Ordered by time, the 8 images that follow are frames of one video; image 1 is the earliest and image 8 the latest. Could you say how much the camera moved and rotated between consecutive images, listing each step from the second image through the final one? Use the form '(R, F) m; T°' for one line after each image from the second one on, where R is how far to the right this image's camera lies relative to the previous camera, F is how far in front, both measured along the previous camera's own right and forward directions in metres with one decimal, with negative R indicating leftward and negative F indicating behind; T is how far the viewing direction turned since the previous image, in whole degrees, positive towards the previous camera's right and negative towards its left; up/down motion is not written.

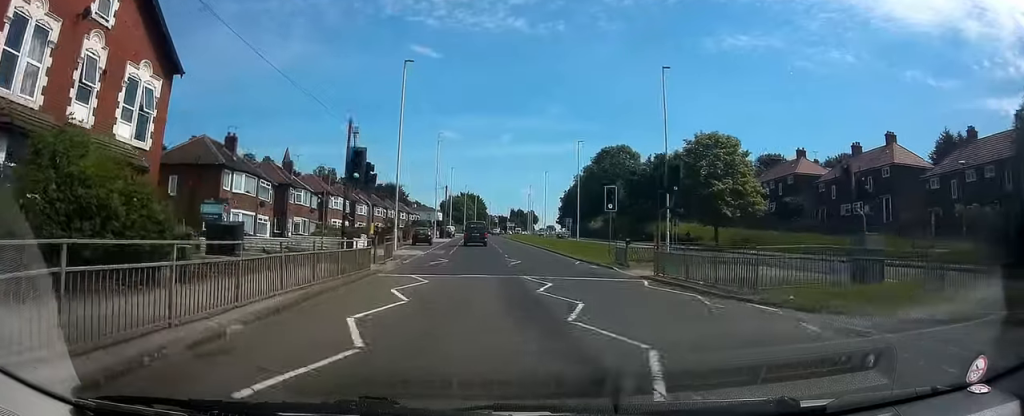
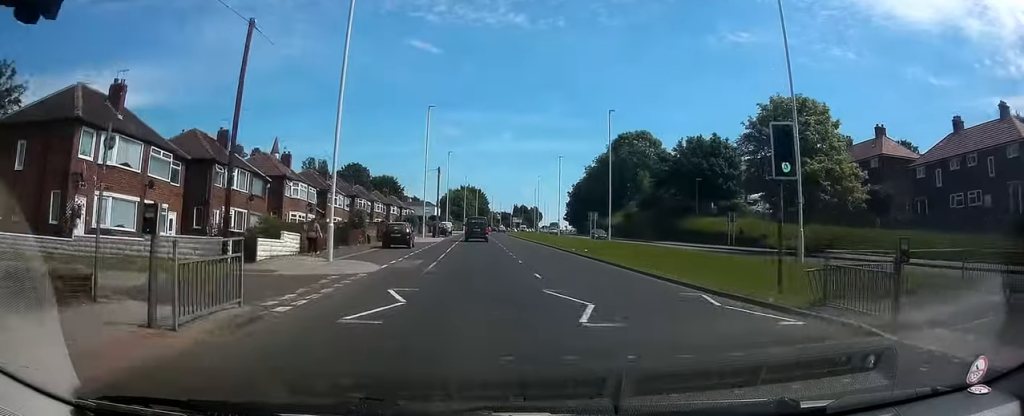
(0.0, +15.4) m; 0°
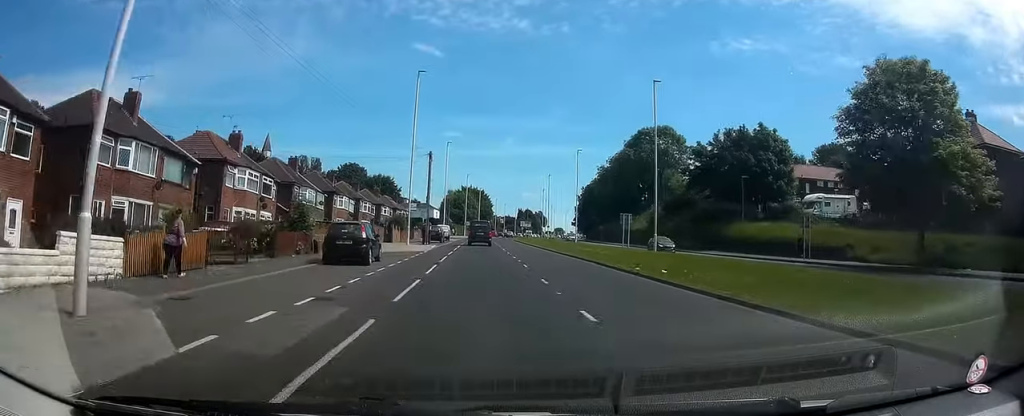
(0.0, +12.8) m; -1°
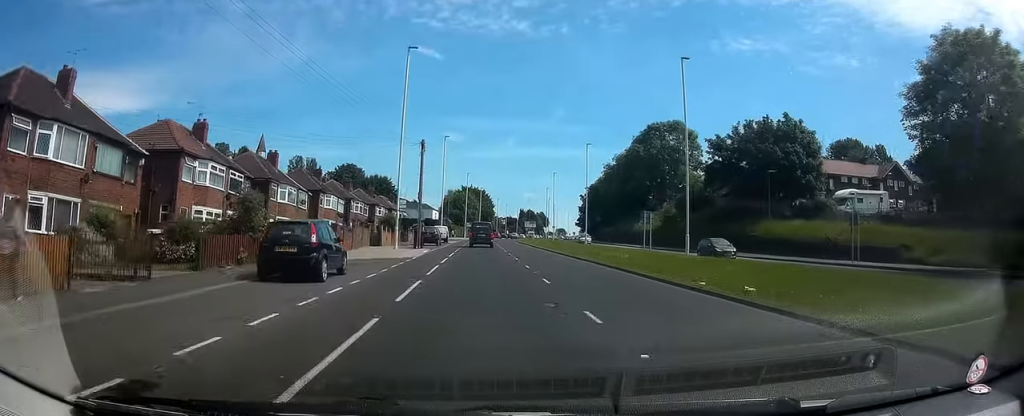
(0.0, +6.0) m; 0°
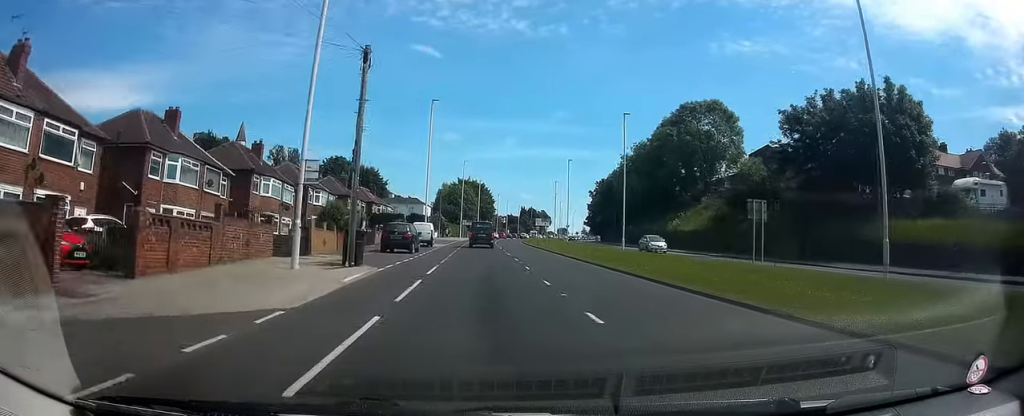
(0.0, +17.8) m; +1°
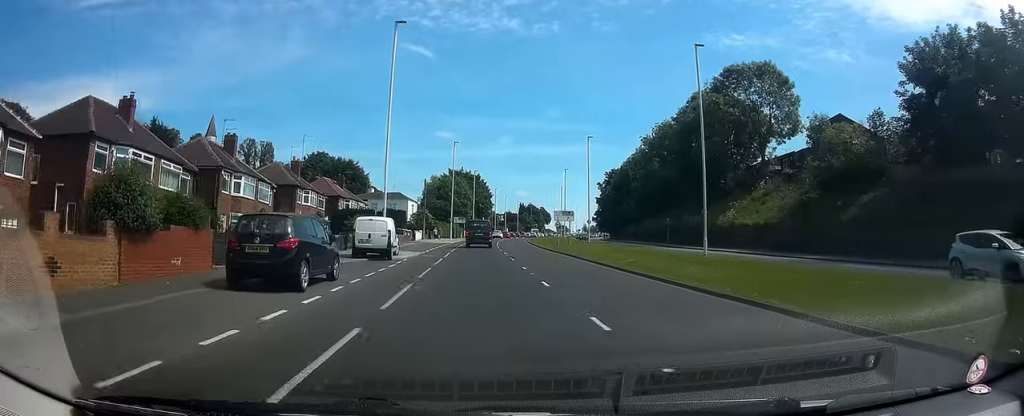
(+0.3, +19.5) m; +1°
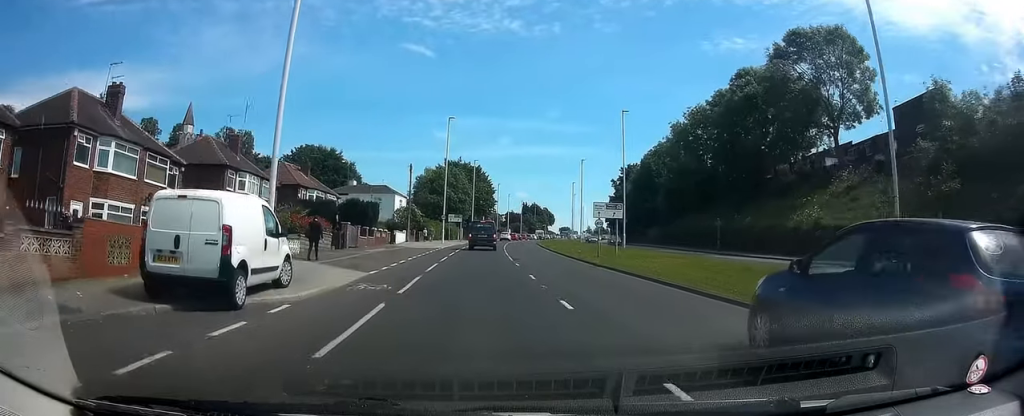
(-0.1, +16.4) m; -1°
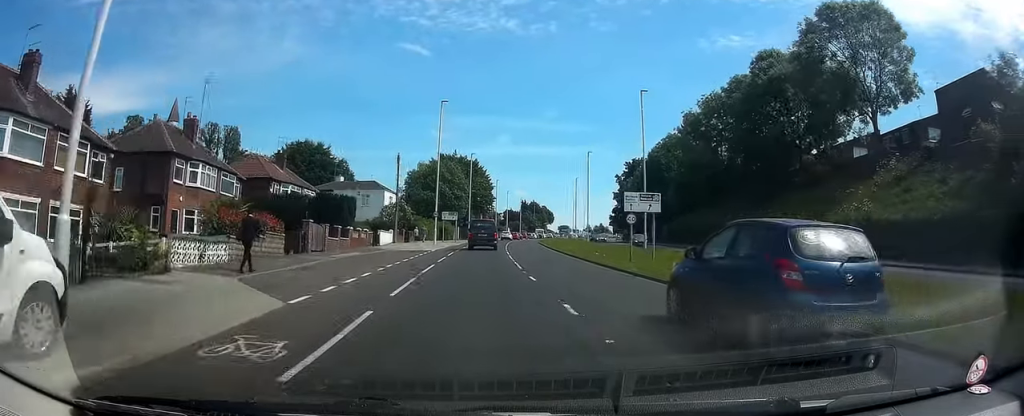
(-0.2, +7.2) m; 0°
